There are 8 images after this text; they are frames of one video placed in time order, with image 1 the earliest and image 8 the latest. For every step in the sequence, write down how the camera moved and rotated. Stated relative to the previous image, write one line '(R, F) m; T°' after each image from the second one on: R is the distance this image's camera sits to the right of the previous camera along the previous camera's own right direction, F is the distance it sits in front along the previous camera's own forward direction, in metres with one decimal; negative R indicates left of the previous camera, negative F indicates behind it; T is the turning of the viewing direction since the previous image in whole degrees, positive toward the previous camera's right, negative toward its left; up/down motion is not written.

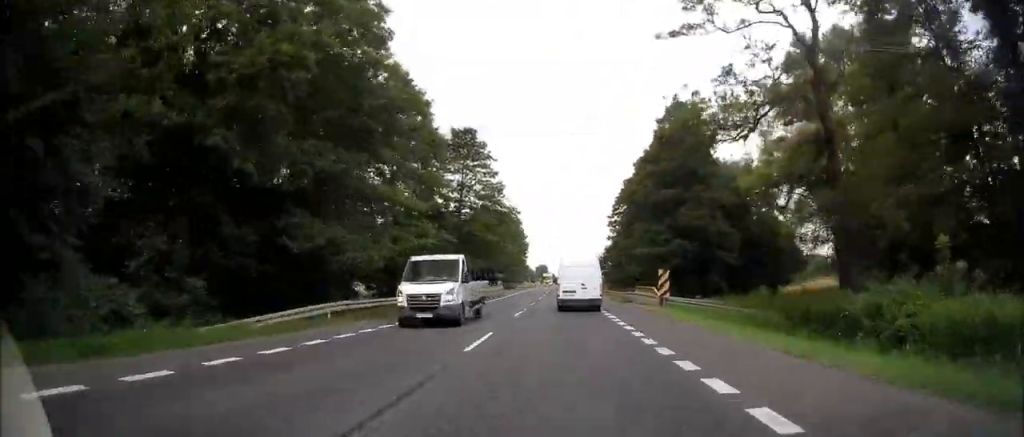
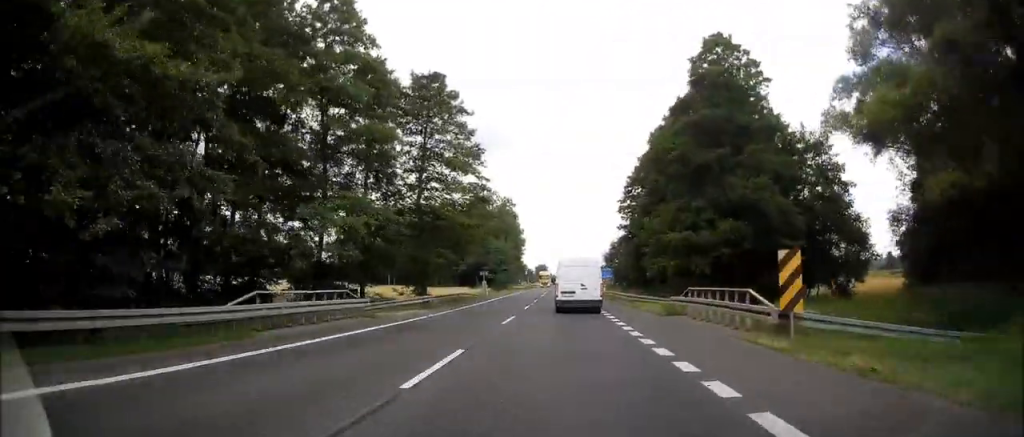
(-0.3, +16.2) m; 0°
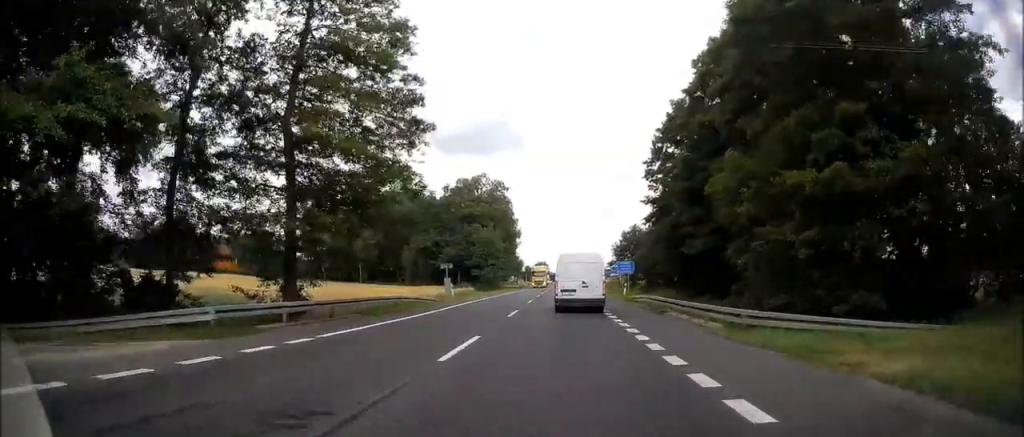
(+0.3, +21.3) m; 0°
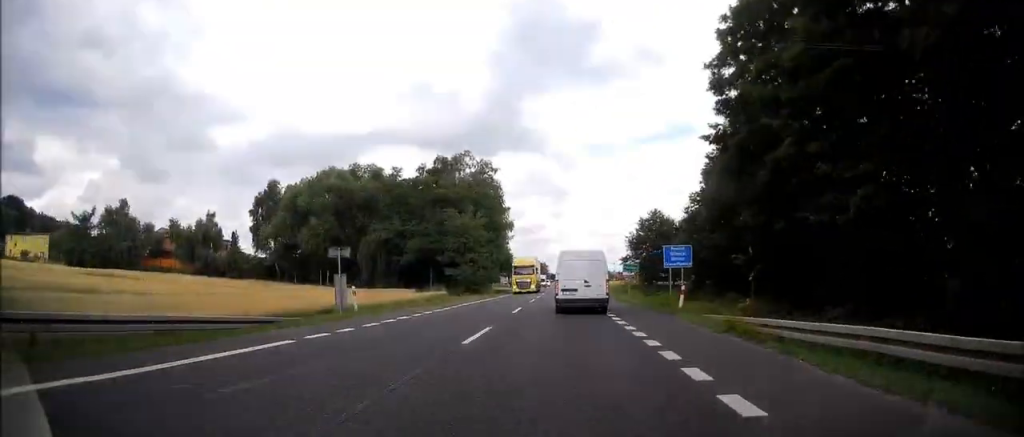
(-0.1, +21.9) m; 0°
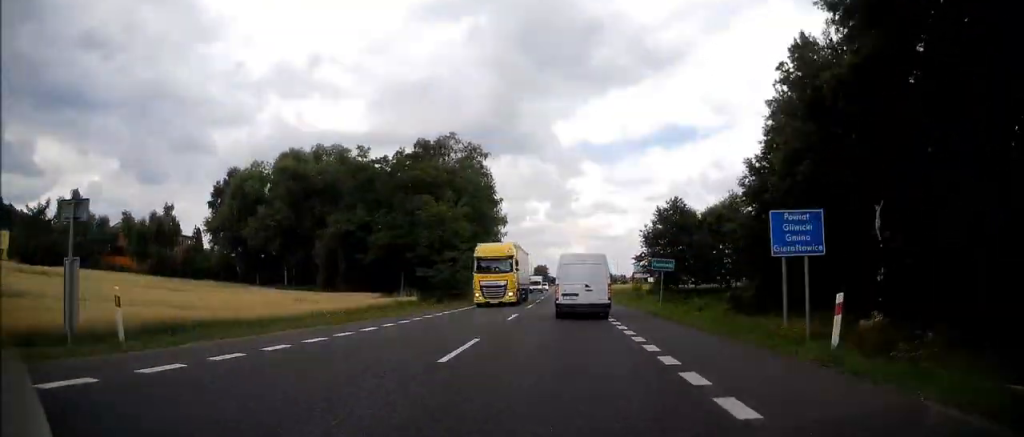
(+0.1, +14.2) m; 0°
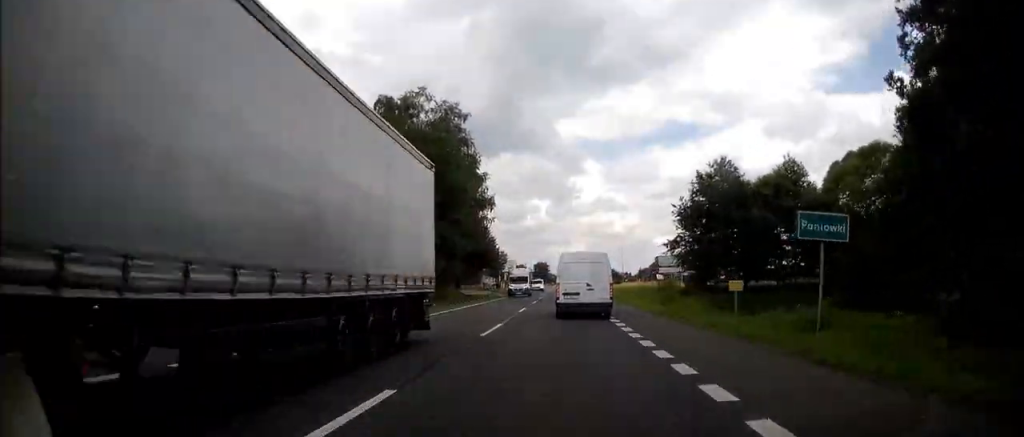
(-0.2, +19.4) m; 0°
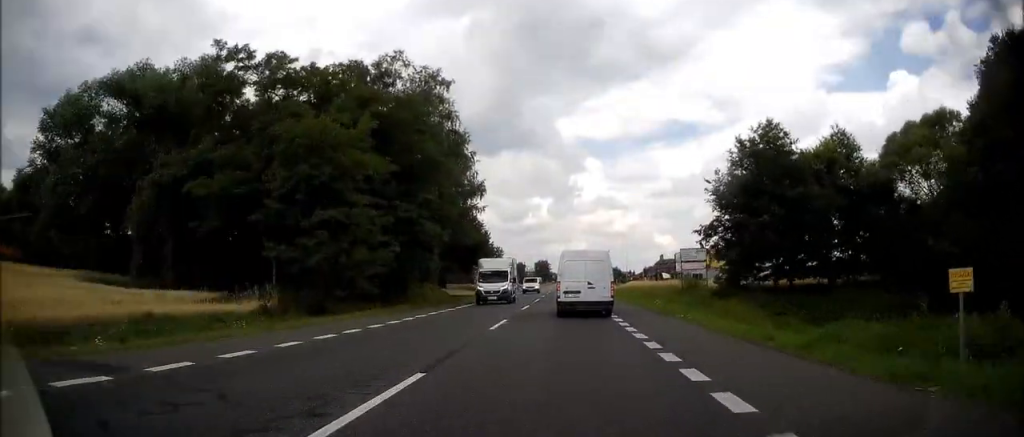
(+0.1, +10.8) m; 0°
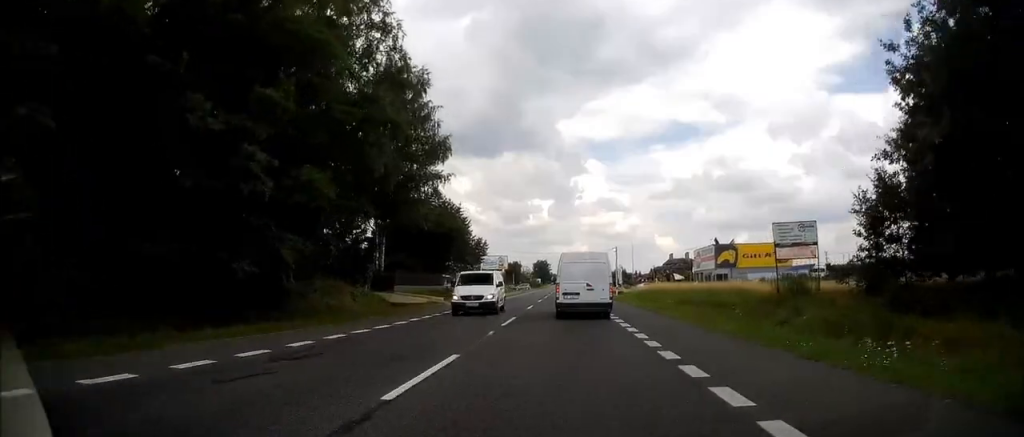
(0.0, +21.8) m; 0°
